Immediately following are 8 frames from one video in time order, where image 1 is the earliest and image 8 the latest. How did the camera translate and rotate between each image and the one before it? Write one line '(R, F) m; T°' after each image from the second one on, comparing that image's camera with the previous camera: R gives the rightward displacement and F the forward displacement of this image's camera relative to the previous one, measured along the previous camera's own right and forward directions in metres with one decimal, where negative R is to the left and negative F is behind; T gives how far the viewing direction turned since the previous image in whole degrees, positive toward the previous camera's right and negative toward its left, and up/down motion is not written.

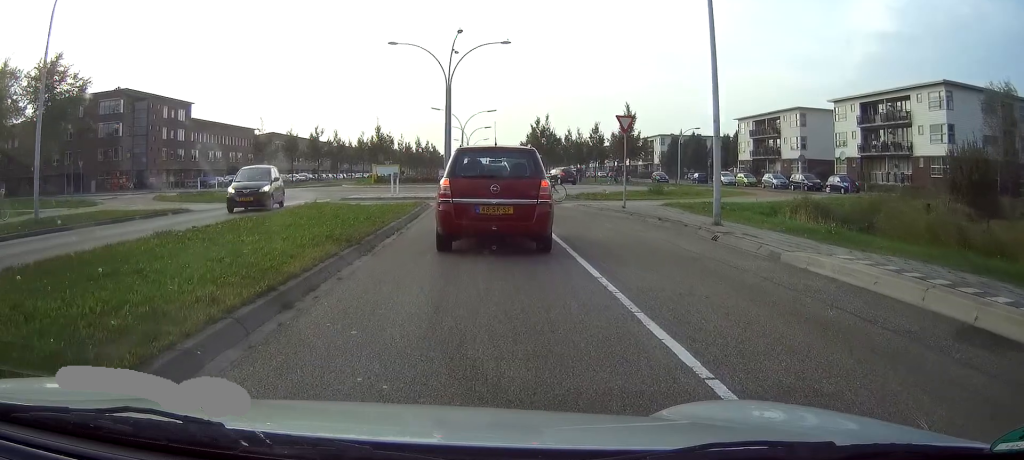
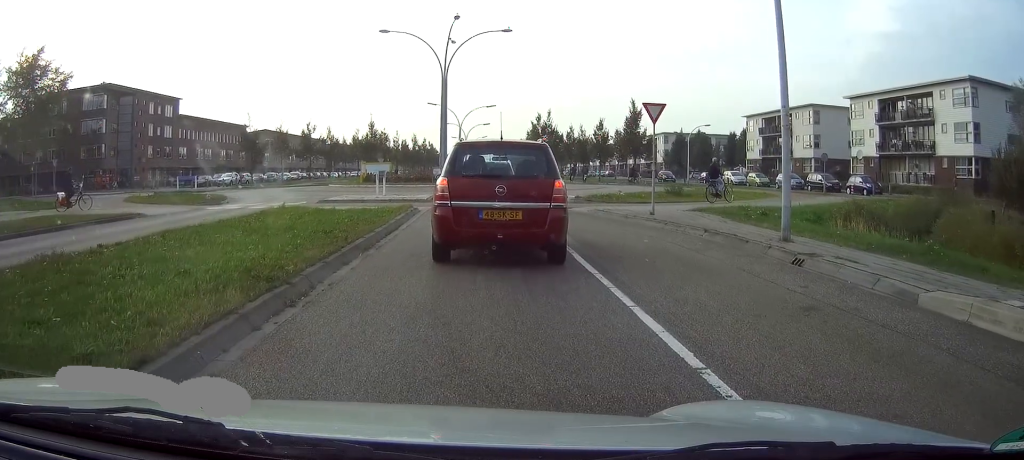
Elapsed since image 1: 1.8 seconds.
(+0.3, +4.4) m; +3°
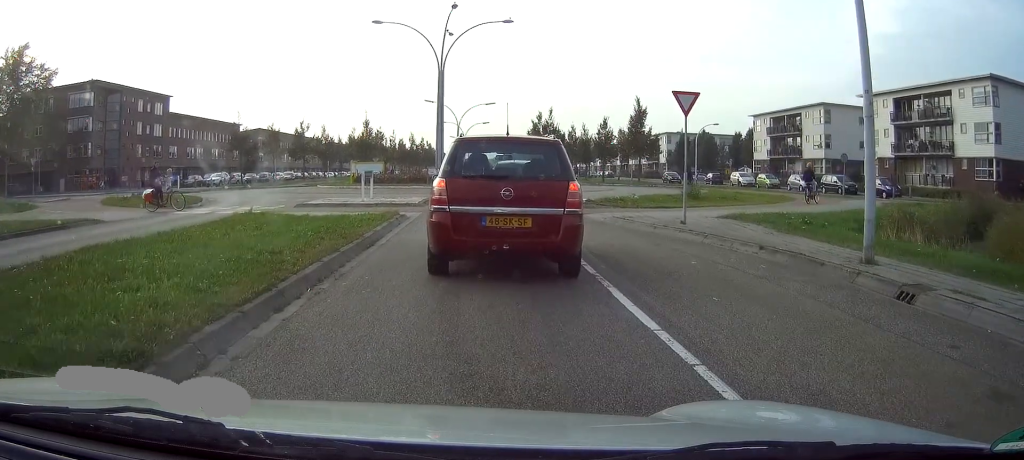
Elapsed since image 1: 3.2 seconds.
(-0.2, +3.5) m; -2°
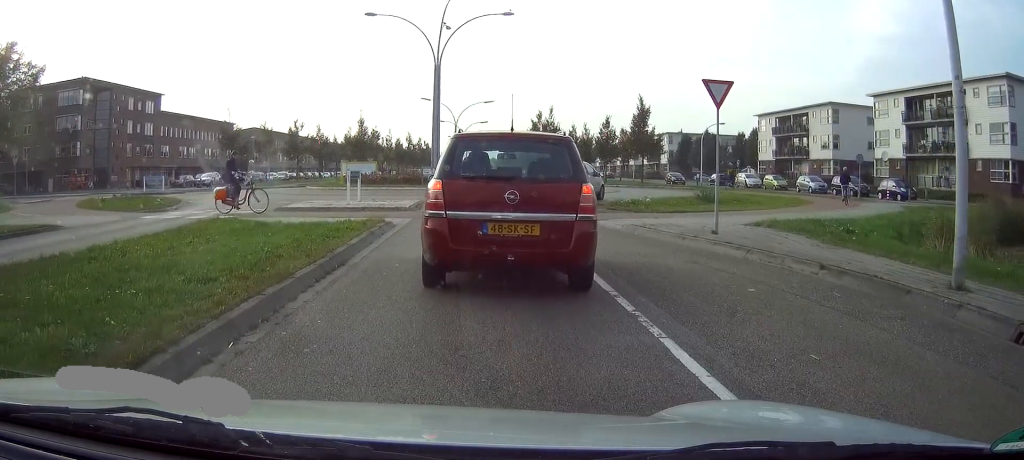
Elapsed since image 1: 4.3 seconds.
(0.0, +2.5) m; +1°
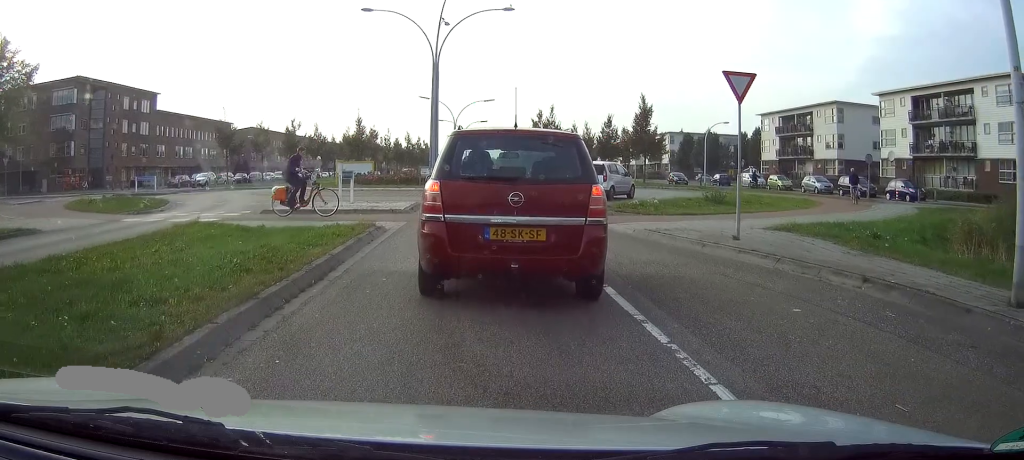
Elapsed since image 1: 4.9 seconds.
(0.0, +1.3) m; 0°
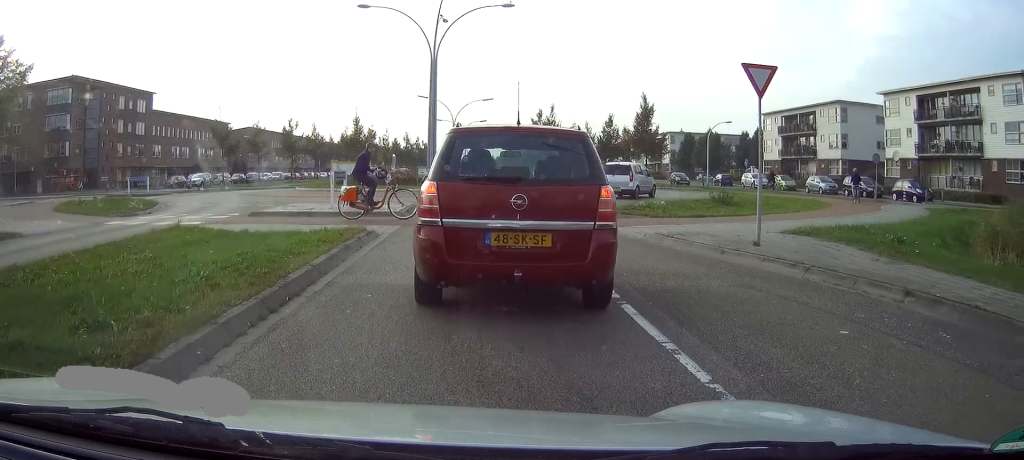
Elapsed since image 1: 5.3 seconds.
(0.0, +1.0) m; 0°
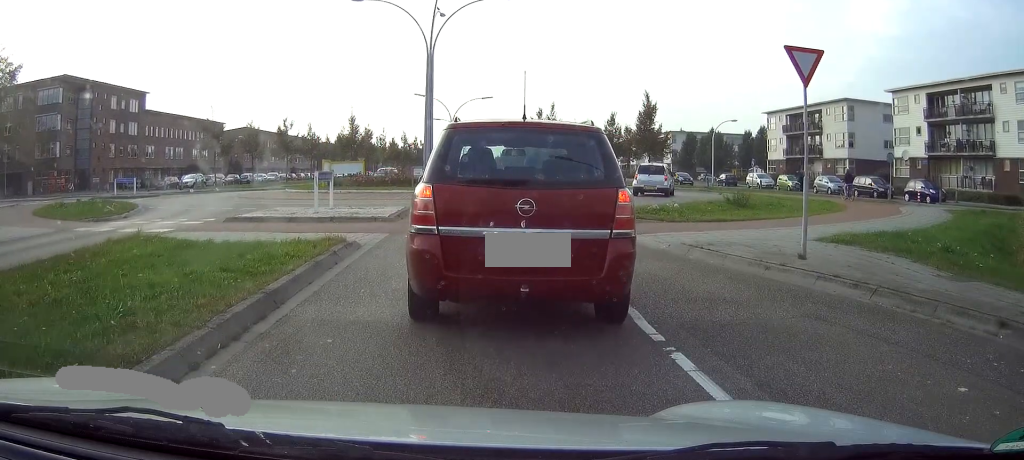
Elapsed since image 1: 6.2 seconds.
(0.0, +1.9) m; -1°
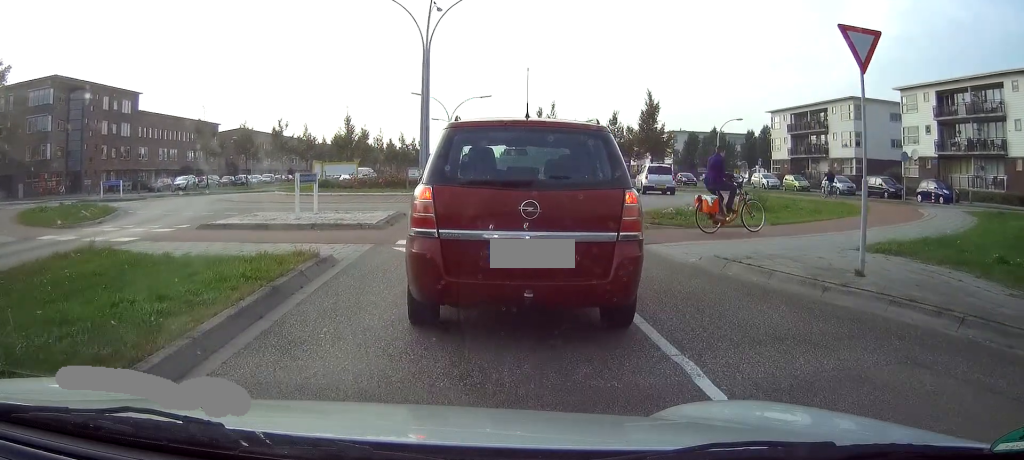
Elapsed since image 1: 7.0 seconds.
(0.0, +1.8) m; -2°
